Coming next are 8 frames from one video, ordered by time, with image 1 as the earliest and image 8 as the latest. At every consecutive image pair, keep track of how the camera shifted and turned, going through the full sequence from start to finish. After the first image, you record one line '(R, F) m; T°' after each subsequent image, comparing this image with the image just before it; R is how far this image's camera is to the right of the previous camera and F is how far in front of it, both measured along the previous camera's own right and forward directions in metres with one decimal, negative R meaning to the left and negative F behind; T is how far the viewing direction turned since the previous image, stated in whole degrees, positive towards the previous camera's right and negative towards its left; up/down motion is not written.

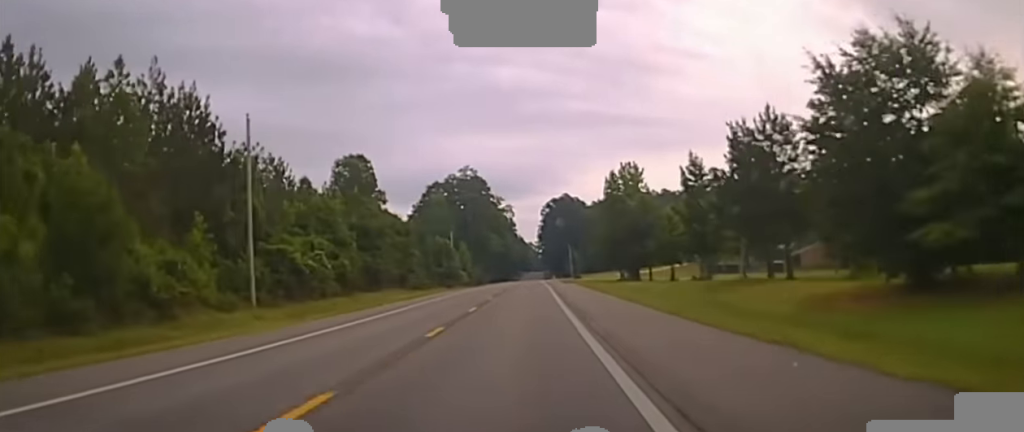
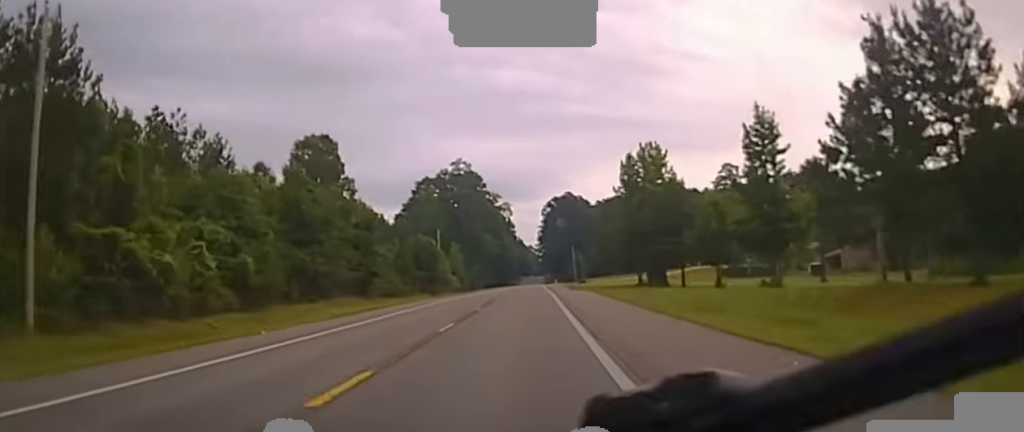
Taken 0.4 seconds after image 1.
(0.0, +20.9) m; 0°
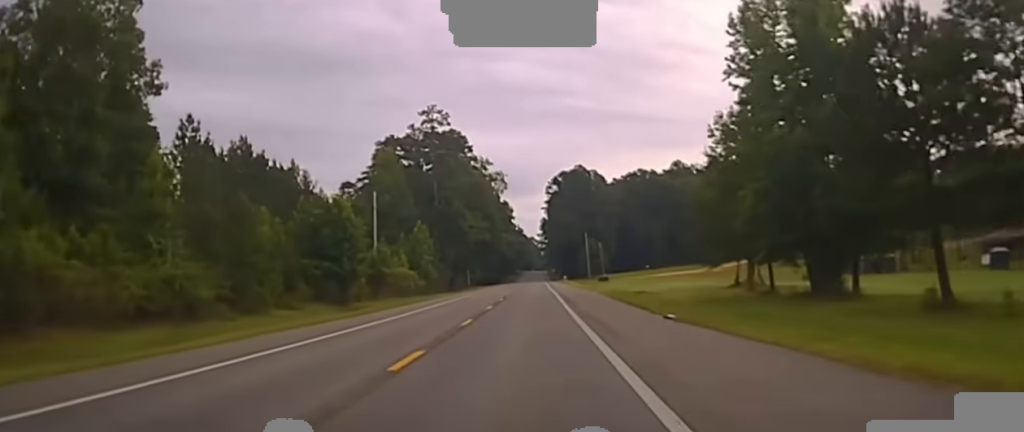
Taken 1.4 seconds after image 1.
(0.0, +58.5) m; 0°
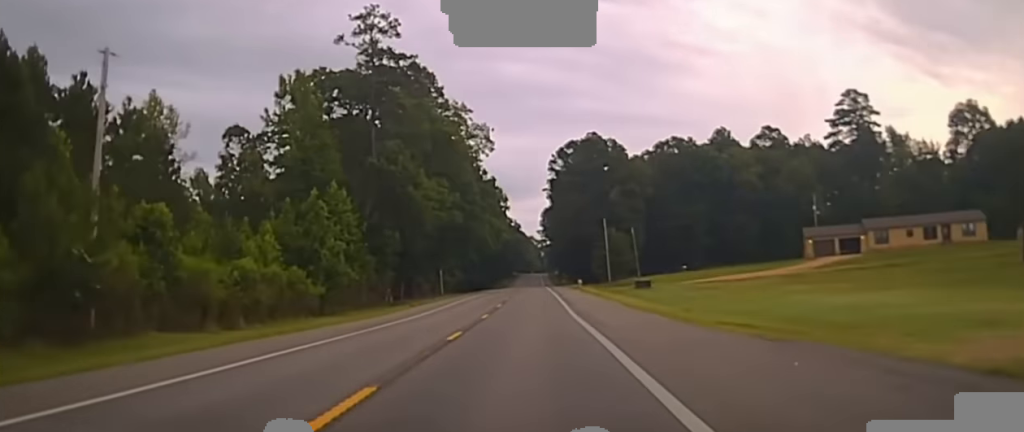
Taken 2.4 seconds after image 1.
(0.0, +55.1) m; 0°
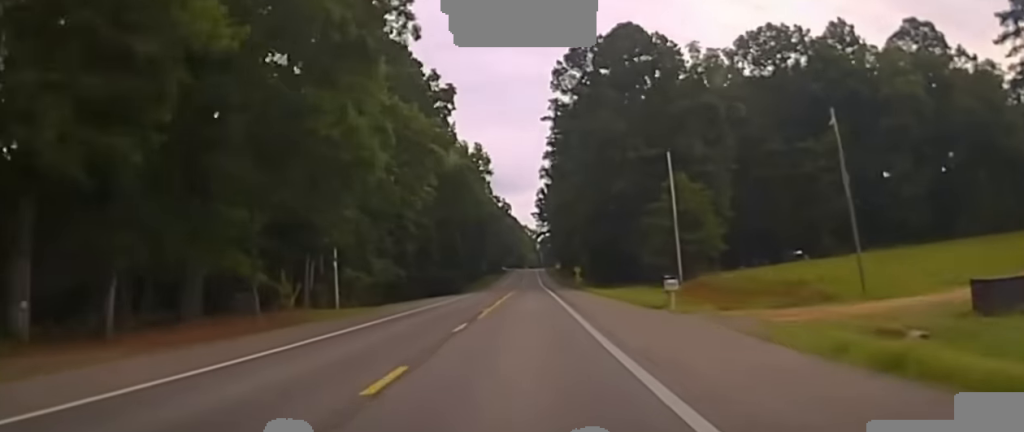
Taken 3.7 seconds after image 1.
(0.0, +63.4) m; 0°
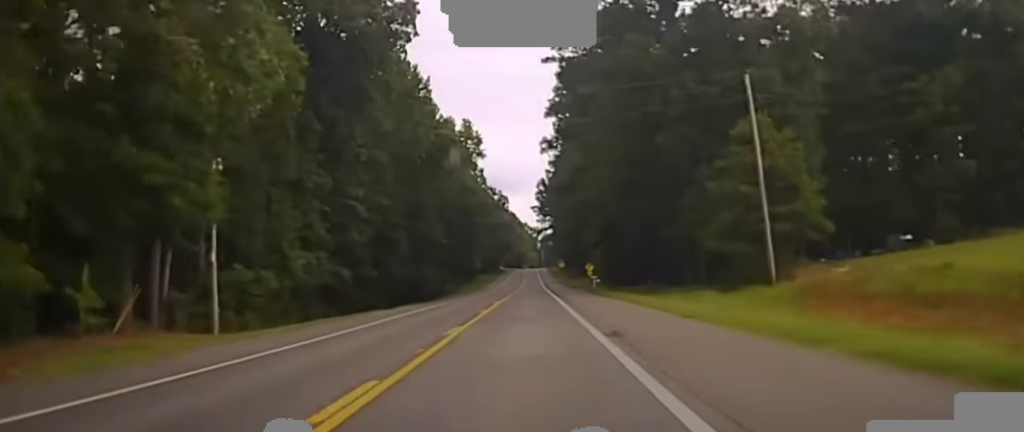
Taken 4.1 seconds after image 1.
(0.0, +22.5) m; 0°
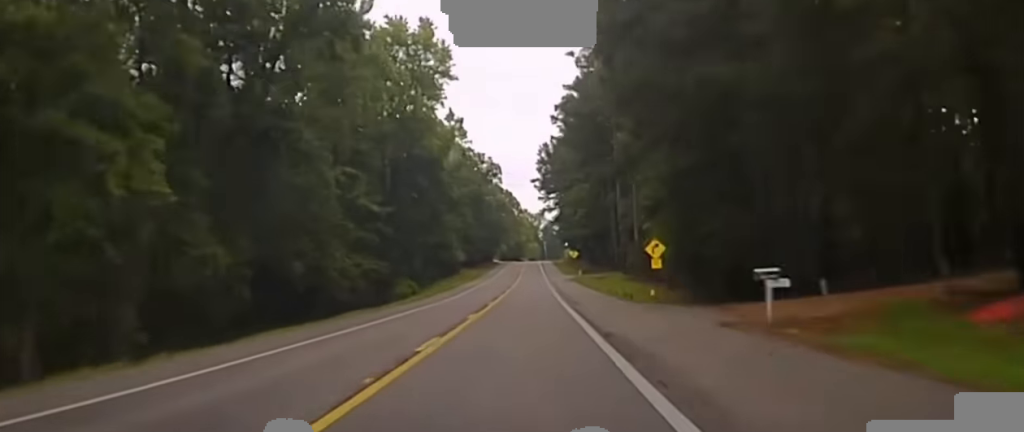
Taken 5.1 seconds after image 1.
(0.0, +49.6) m; 0°
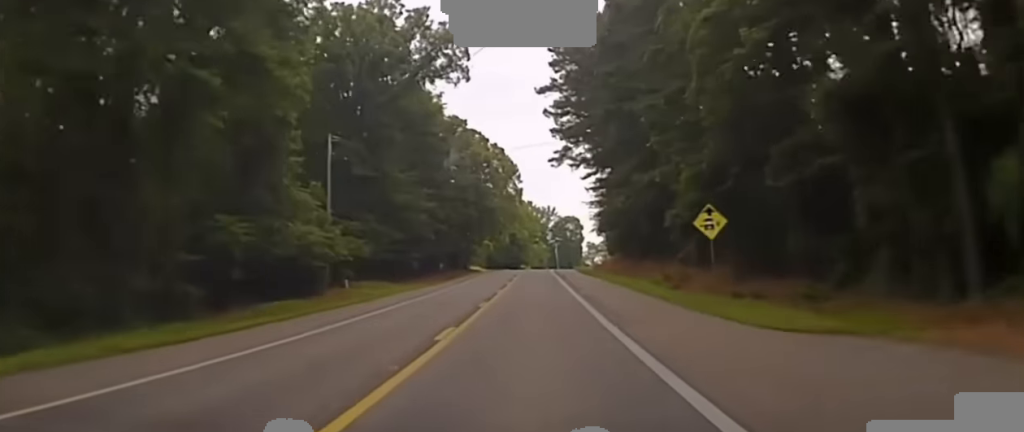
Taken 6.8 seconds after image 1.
(+0.2, +98.3) m; +1°
